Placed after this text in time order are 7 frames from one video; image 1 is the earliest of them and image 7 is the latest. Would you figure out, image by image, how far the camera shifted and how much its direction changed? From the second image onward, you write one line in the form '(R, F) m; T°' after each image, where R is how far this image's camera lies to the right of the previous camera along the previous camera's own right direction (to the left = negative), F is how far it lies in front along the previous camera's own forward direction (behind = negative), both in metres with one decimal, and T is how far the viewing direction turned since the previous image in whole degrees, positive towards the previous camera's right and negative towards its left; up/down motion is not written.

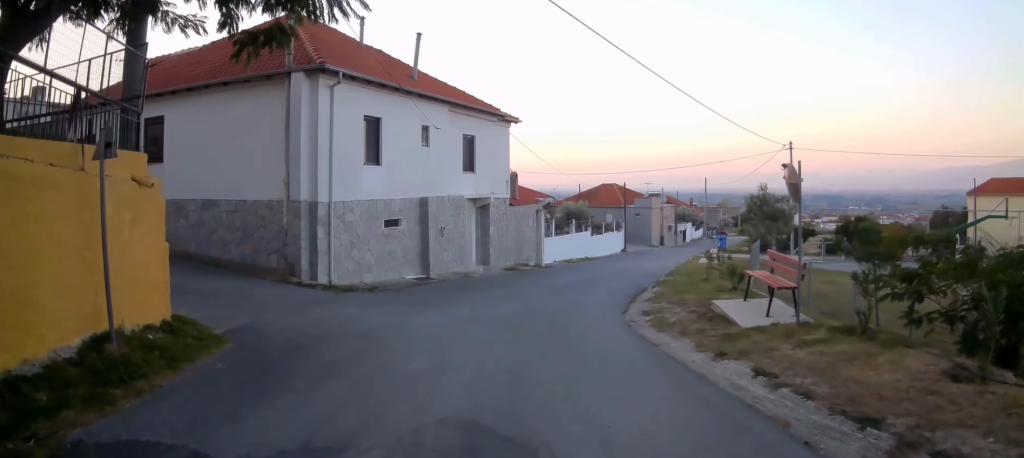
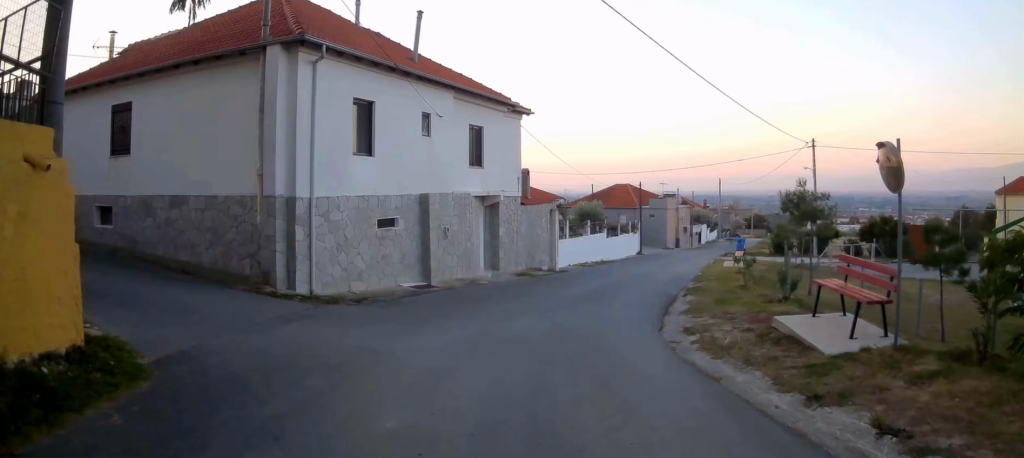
(+0.2, +2.4) m; +2°
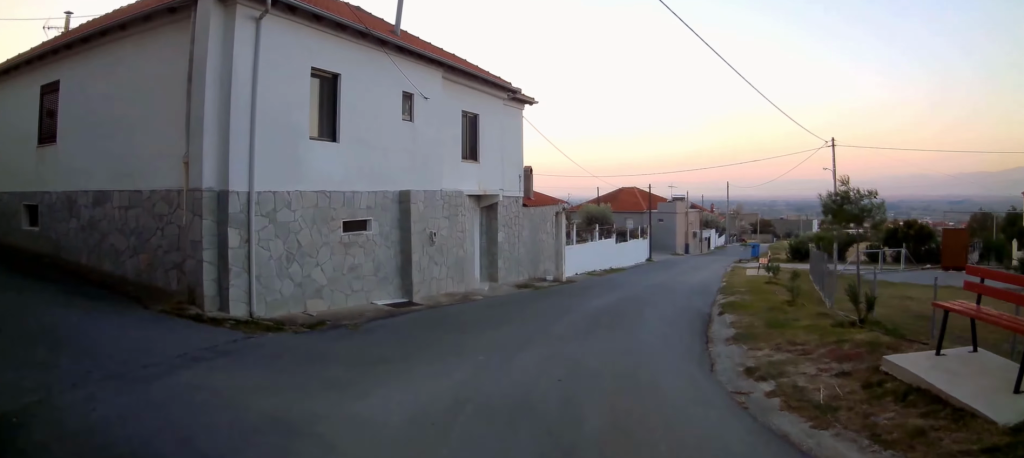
(+0.1, +3.1) m; +2°
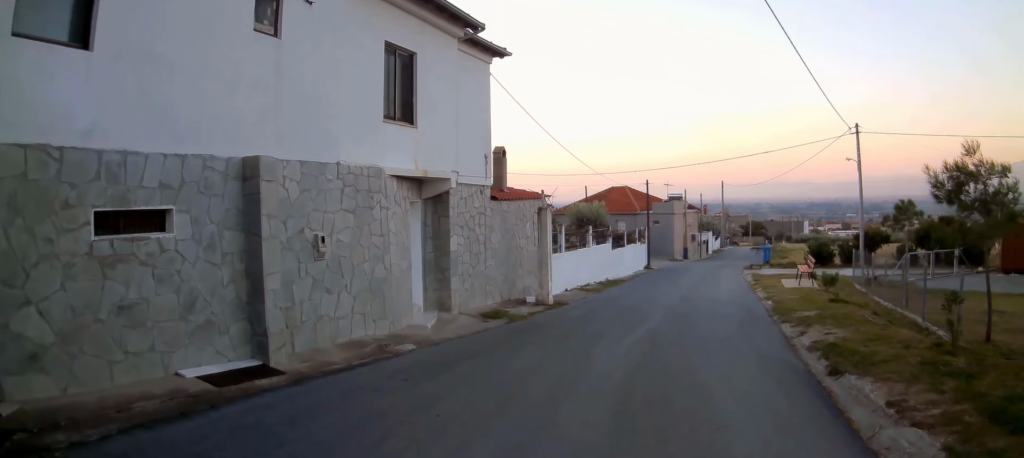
(+0.2, +6.3) m; +6°
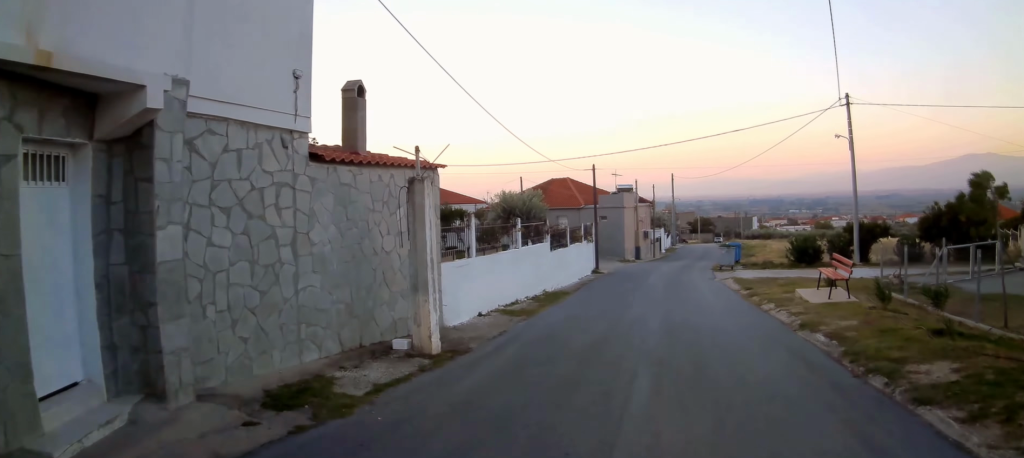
(+0.7, +7.4) m; +11°
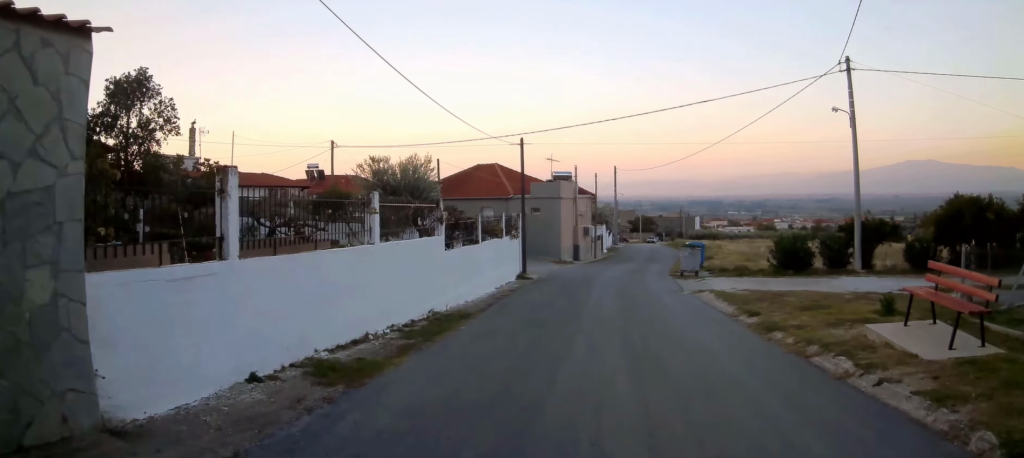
(+0.6, +7.9) m; +5°
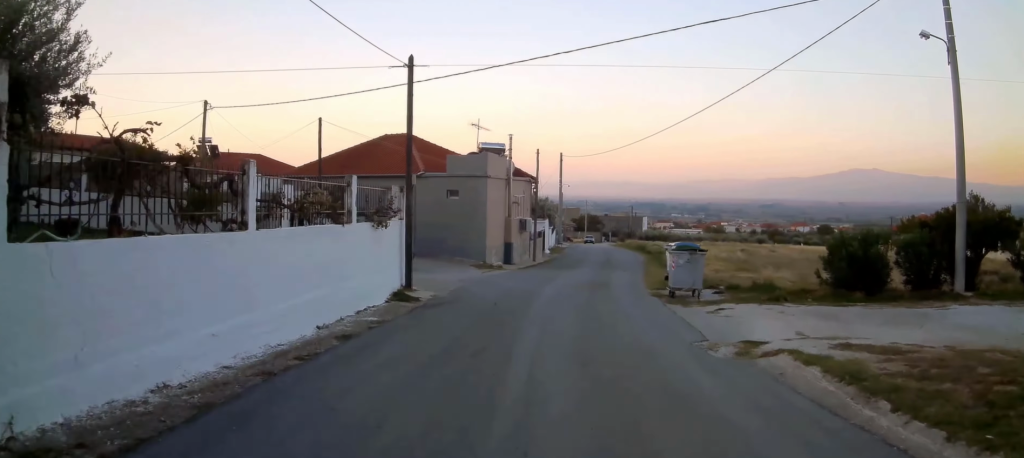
(+0.2, +11.8) m; +1°
